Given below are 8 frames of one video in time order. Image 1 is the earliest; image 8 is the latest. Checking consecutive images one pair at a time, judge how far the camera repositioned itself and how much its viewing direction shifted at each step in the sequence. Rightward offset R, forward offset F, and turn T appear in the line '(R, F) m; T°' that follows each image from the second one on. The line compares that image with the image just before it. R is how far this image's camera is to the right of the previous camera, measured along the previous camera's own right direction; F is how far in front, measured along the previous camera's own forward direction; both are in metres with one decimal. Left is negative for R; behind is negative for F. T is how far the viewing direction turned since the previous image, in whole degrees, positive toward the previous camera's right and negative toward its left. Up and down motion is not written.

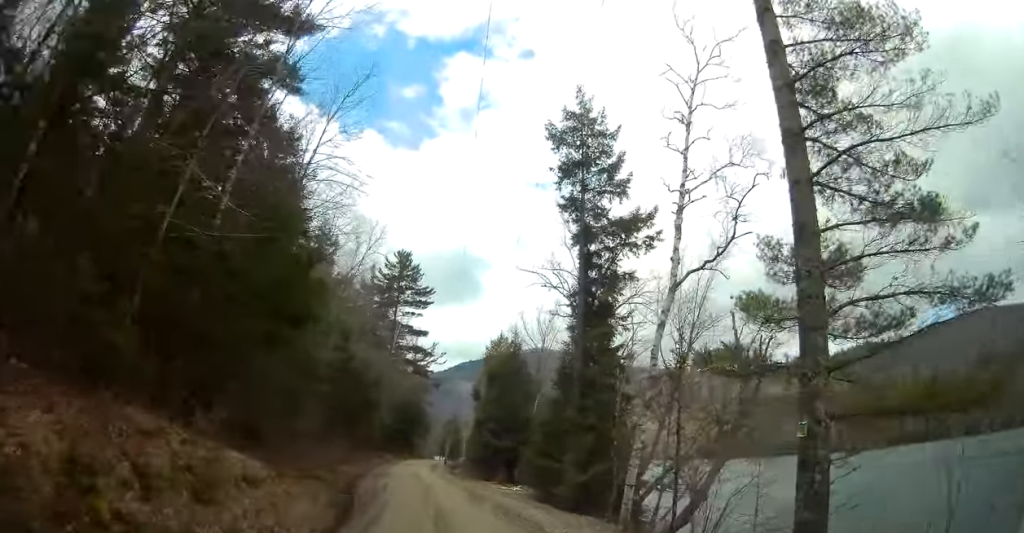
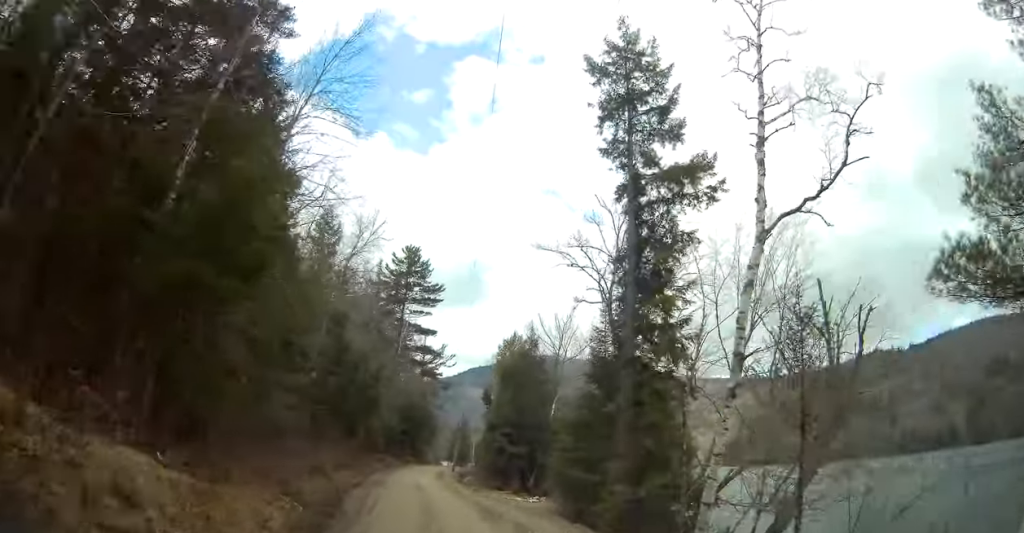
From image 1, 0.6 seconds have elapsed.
(+0.1, +5.7) m; -1°
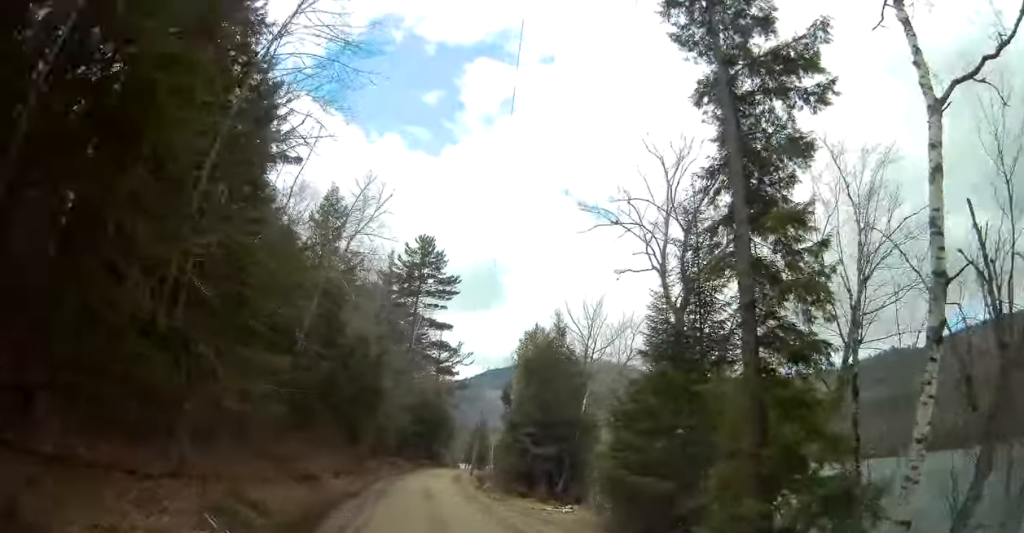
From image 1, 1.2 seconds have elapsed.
(-0.1, +6.9) m; -1°
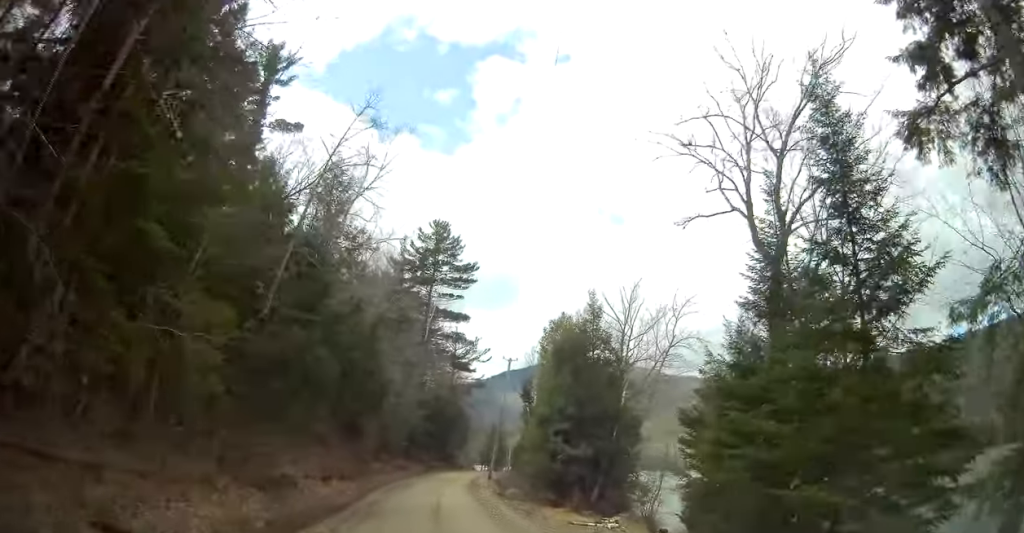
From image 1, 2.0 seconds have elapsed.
(-0.1, +7.9) m; 0°
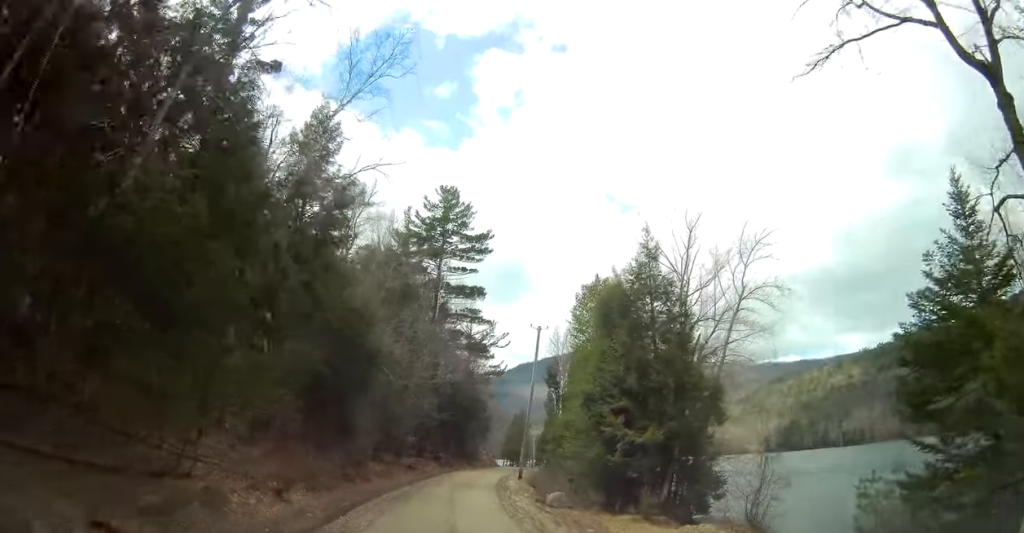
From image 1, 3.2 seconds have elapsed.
(+0.2, +11.6) m; 0°
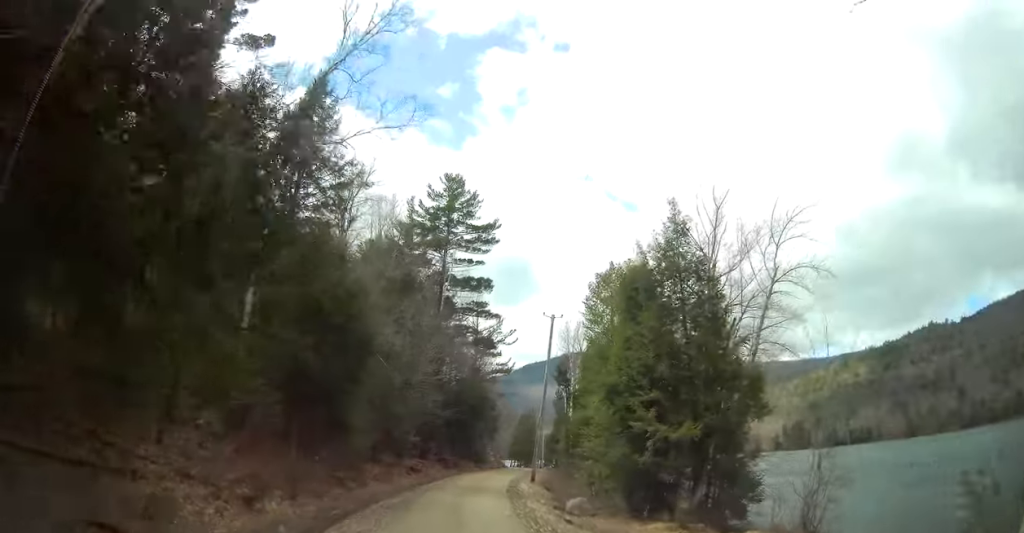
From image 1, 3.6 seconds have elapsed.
(+0.1, +4.0) m; -1°
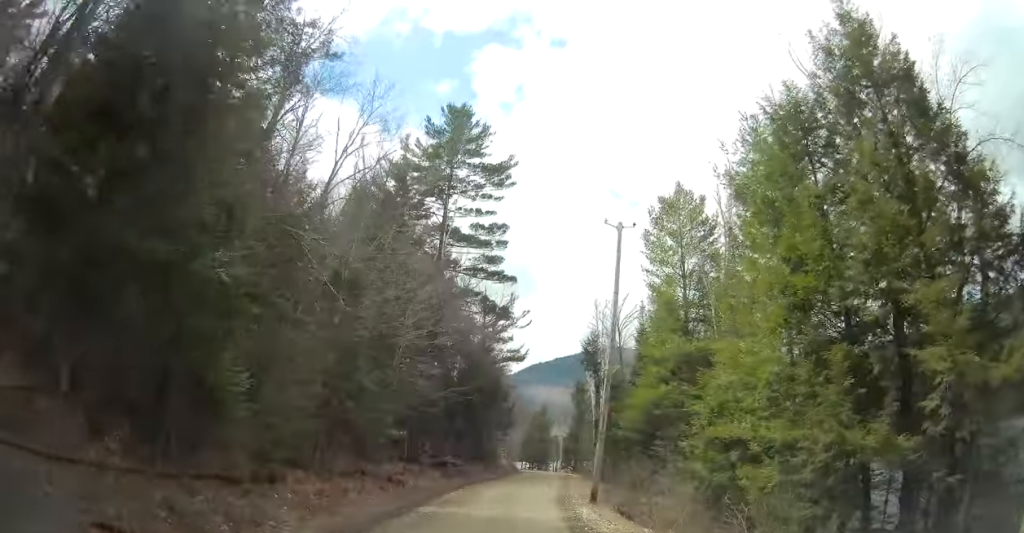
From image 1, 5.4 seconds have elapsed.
(-0.4, +16.1) m; 0°
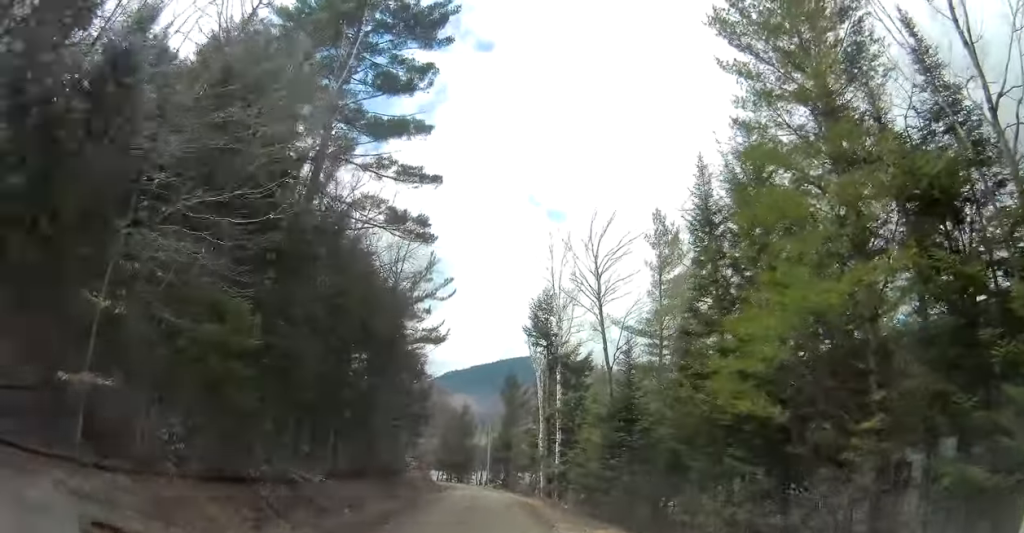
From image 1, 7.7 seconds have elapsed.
(+1.7, +21.5) m; +8°
